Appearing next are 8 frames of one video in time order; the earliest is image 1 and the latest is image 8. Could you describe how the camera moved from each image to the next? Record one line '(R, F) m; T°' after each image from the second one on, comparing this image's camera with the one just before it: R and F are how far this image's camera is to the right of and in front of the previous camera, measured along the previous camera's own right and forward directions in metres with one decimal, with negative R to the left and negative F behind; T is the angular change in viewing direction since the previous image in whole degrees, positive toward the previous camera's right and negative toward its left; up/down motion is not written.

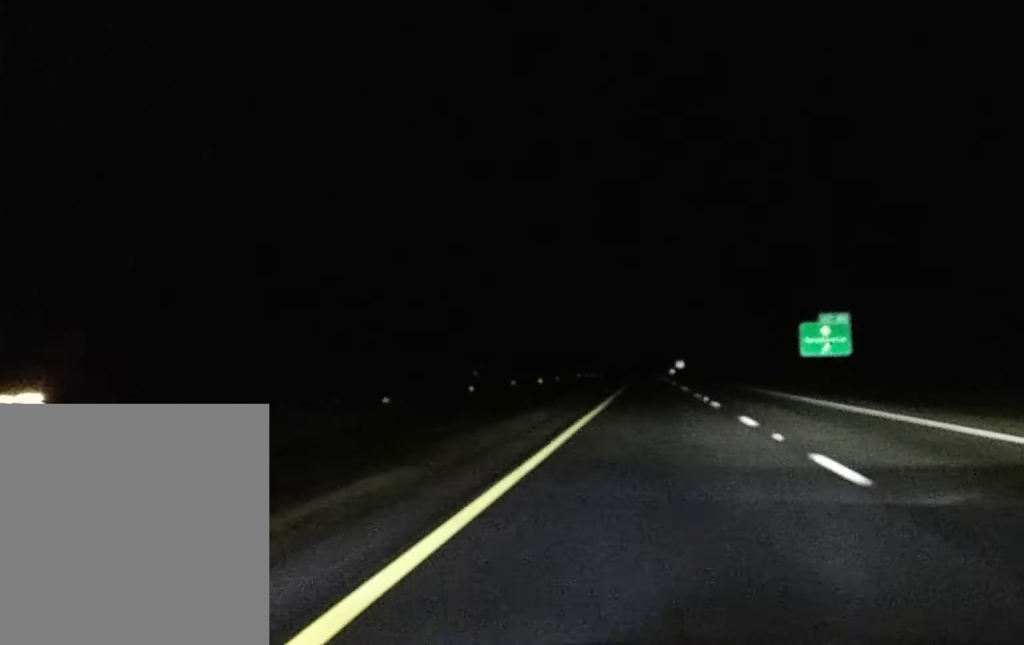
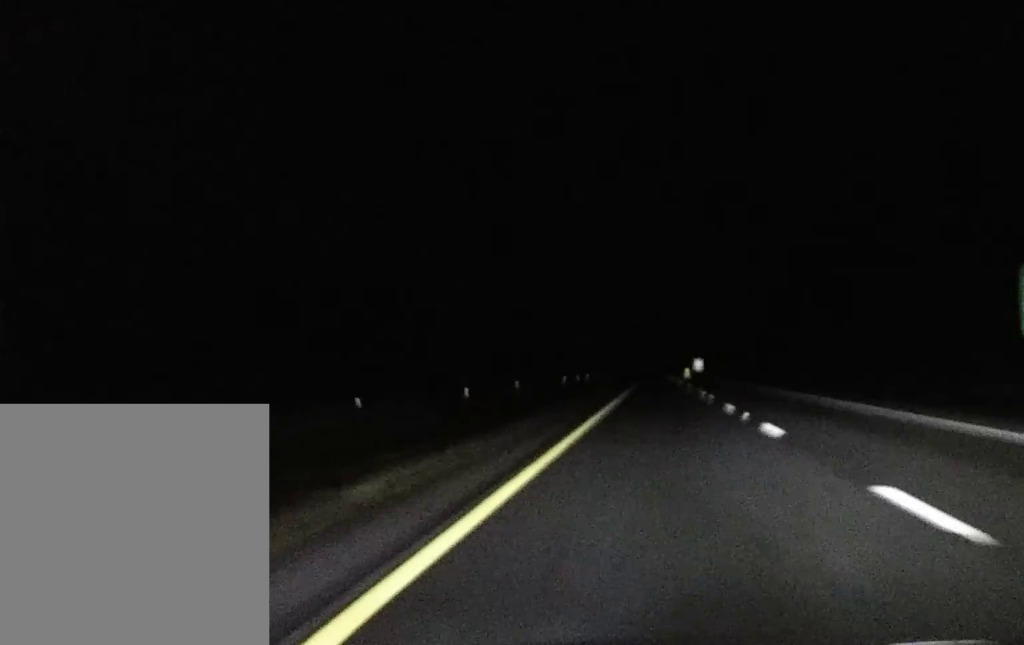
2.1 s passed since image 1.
(-0.8, +68.3) m; -1°
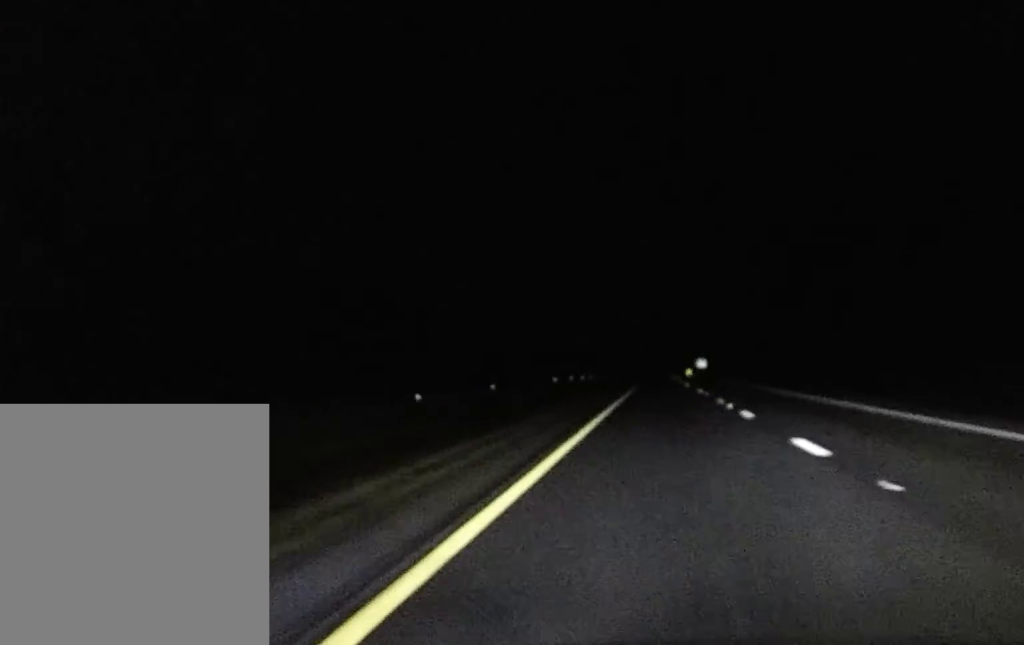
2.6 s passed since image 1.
(-0.2, +18.8) m; 0°
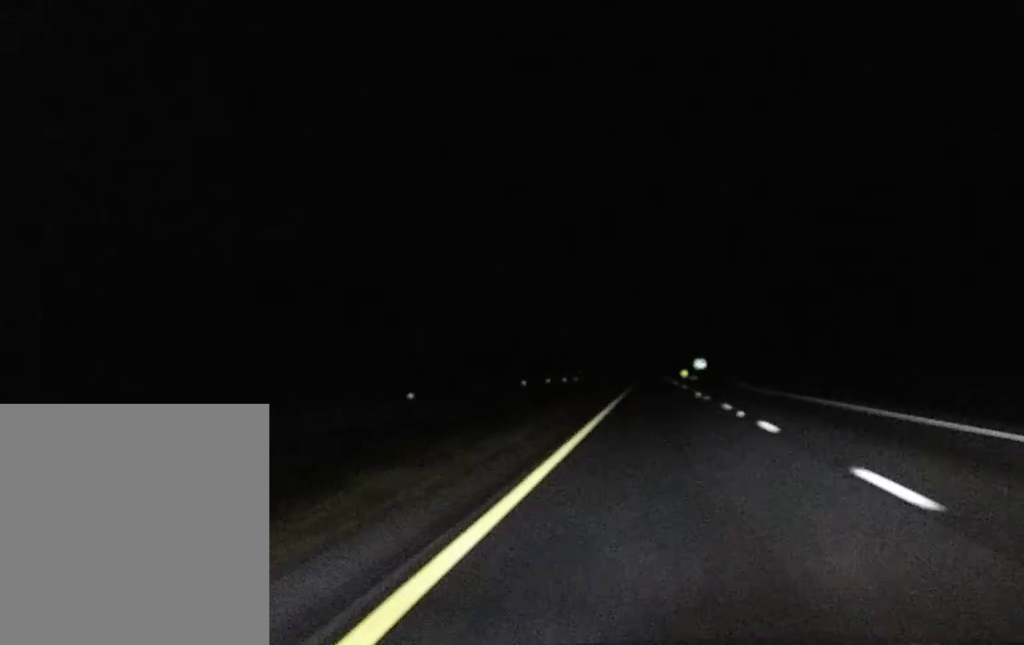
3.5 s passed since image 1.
(+0.3, +30.6) m; +1°
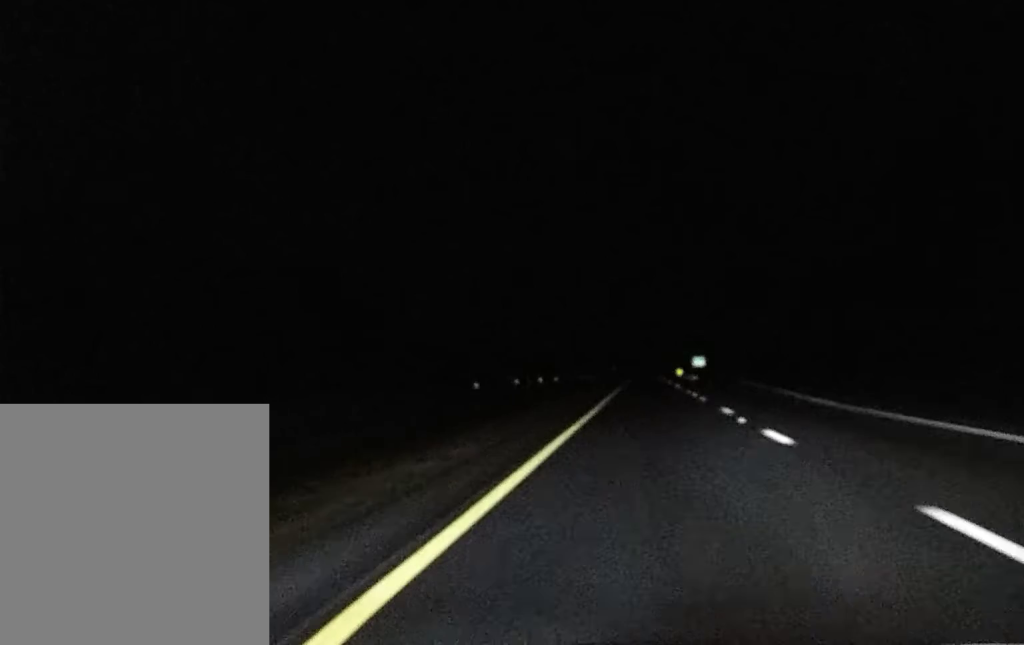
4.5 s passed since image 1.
(+0.1, +33.0) m; +1°
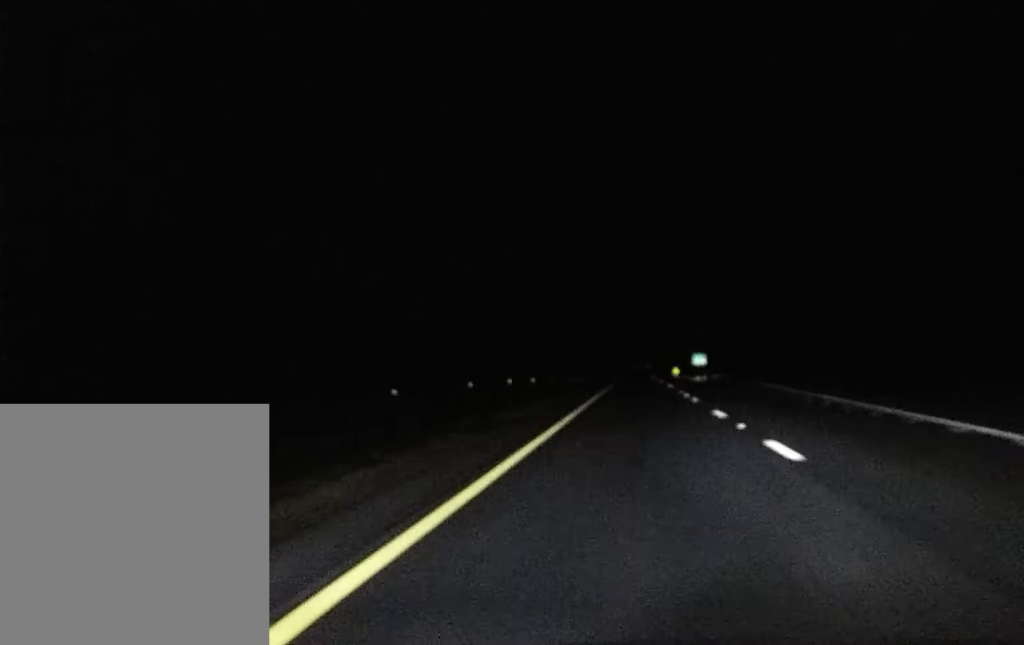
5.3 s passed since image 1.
(+0.2, +24.8) m; +1°
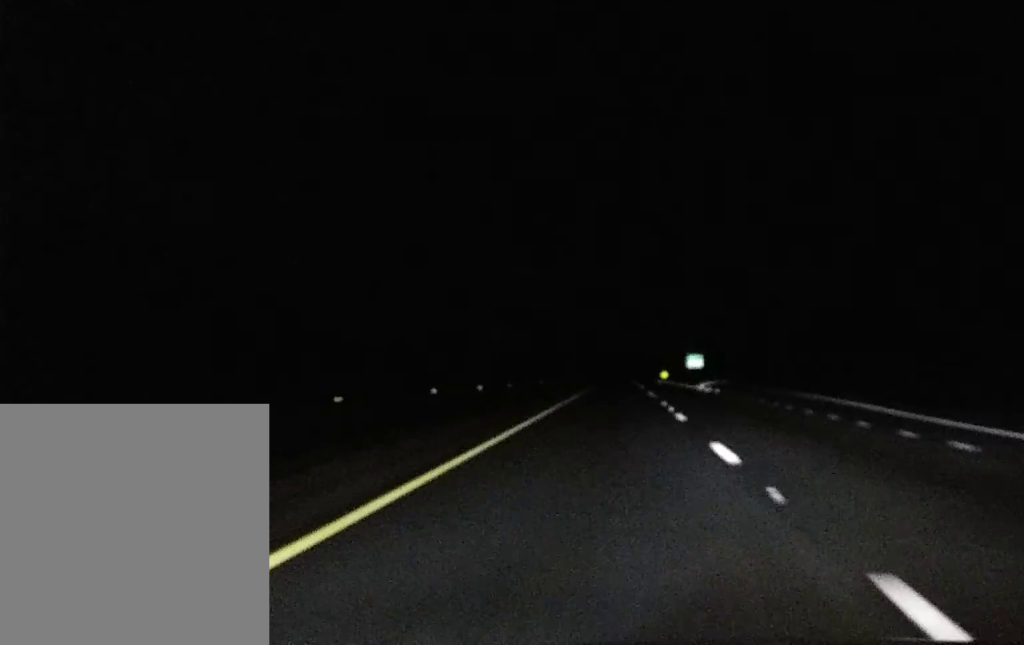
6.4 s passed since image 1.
(+0.3, +37.3) m; +1°
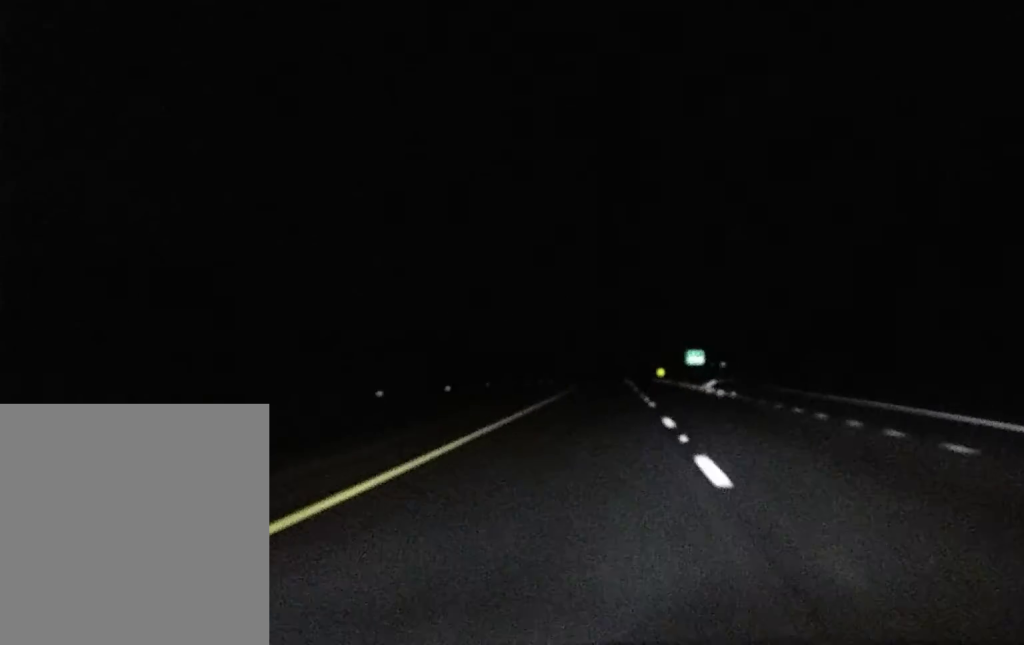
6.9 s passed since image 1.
(0.0, +15.9) m; 0°
